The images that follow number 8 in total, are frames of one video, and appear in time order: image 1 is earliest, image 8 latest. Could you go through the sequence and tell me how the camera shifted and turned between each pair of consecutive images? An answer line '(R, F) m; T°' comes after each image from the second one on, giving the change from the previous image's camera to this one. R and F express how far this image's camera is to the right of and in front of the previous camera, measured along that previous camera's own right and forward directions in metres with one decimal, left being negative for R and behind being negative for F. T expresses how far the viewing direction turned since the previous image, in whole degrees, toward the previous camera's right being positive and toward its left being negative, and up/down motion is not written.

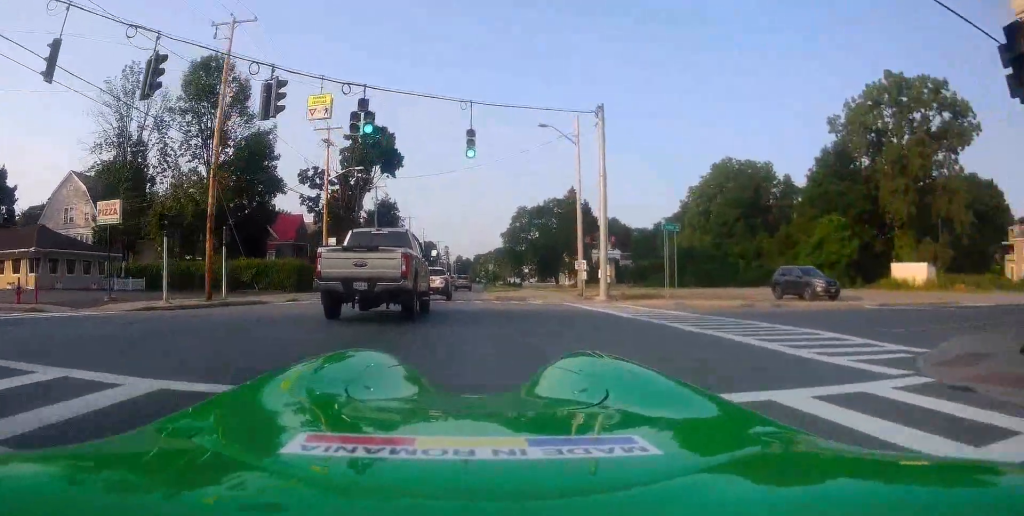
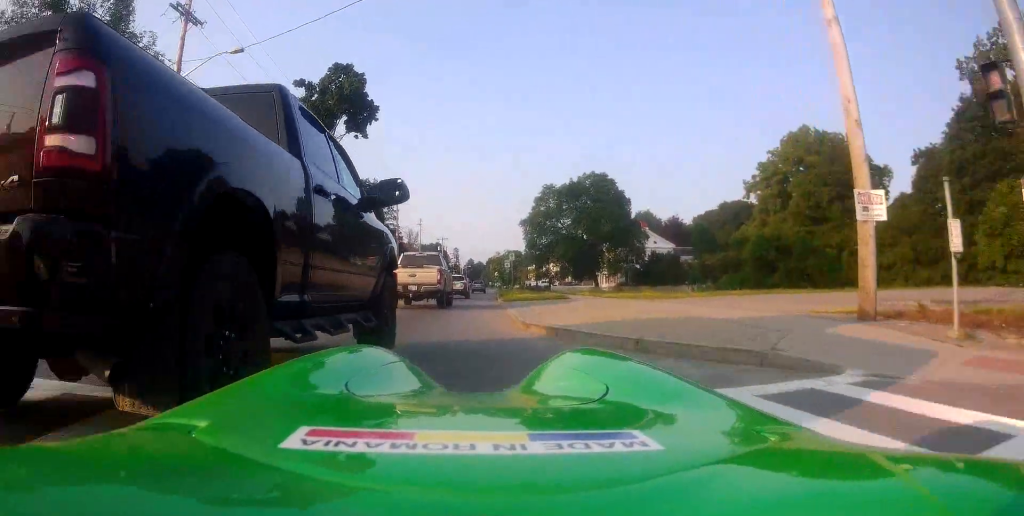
(-0.3, +25.5) m; -4°
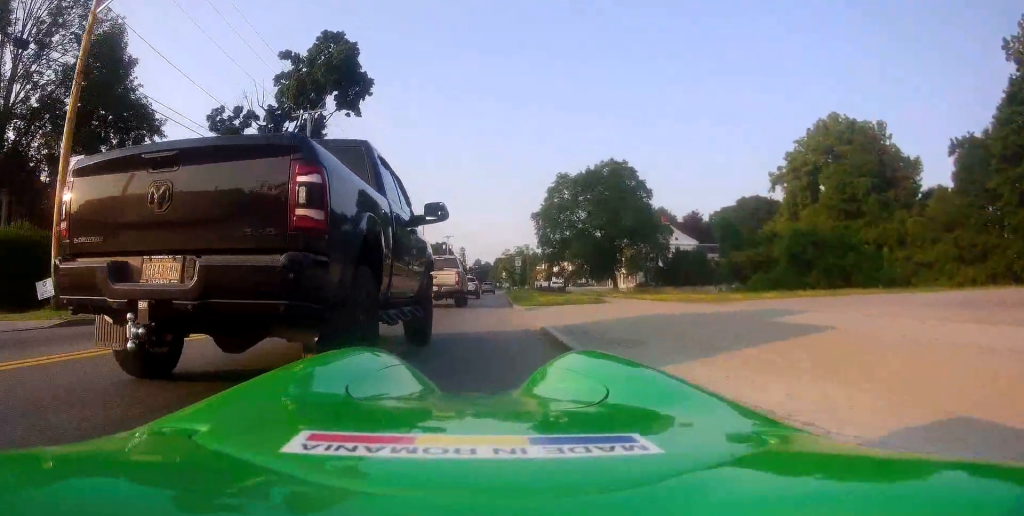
(-0.5, +6.8) m; -2°
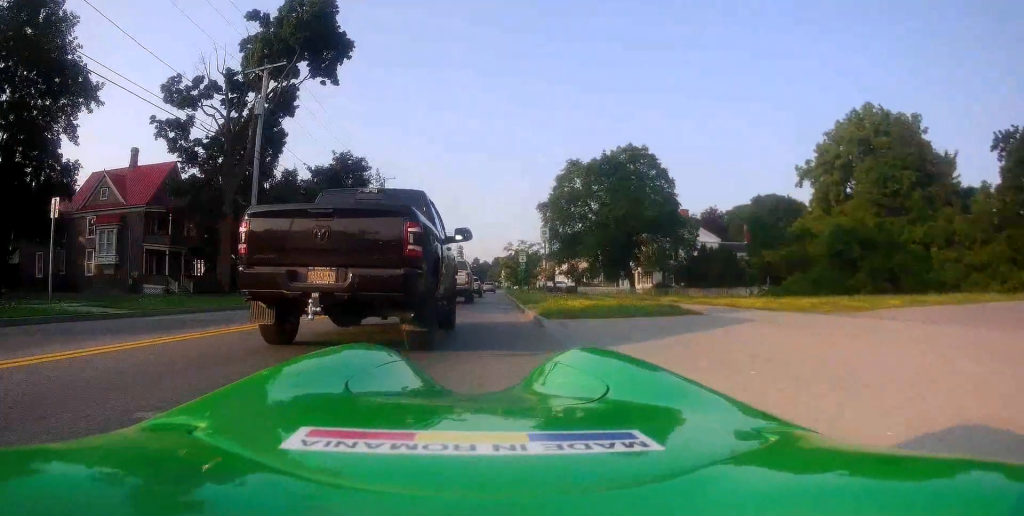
(+0.4, +8.3) m; +3°
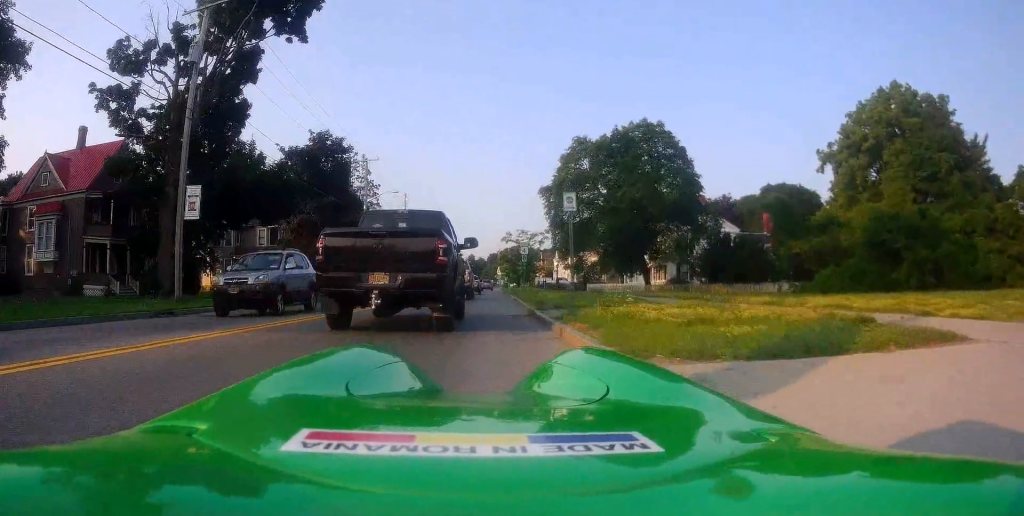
(0.0, +7.1) m; 0°
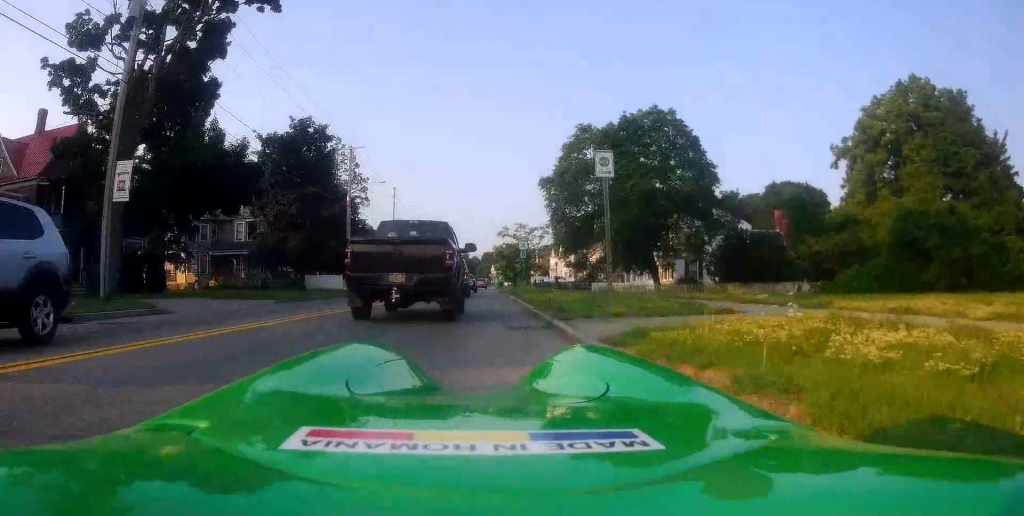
(0.0, +4.5) m; +1°
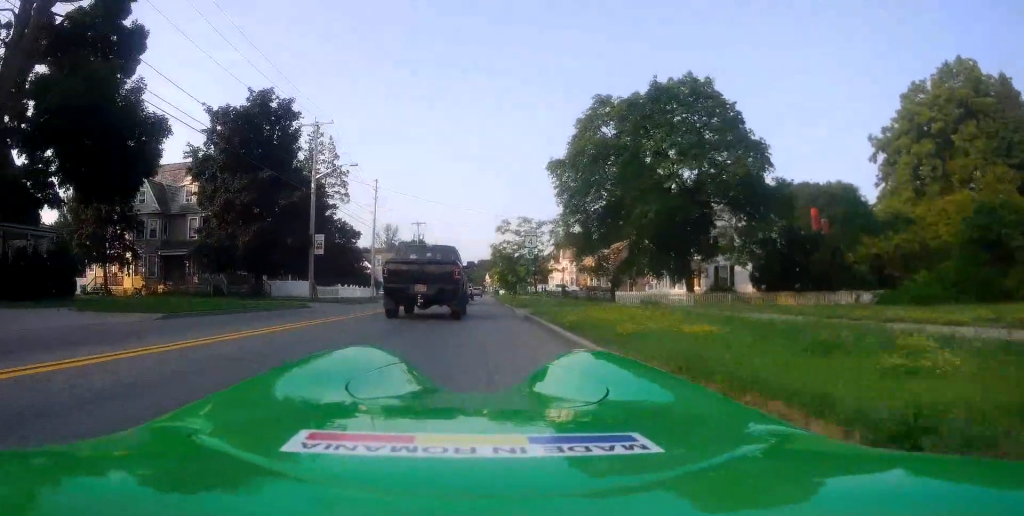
(+0.1, +9.1) m; +2°
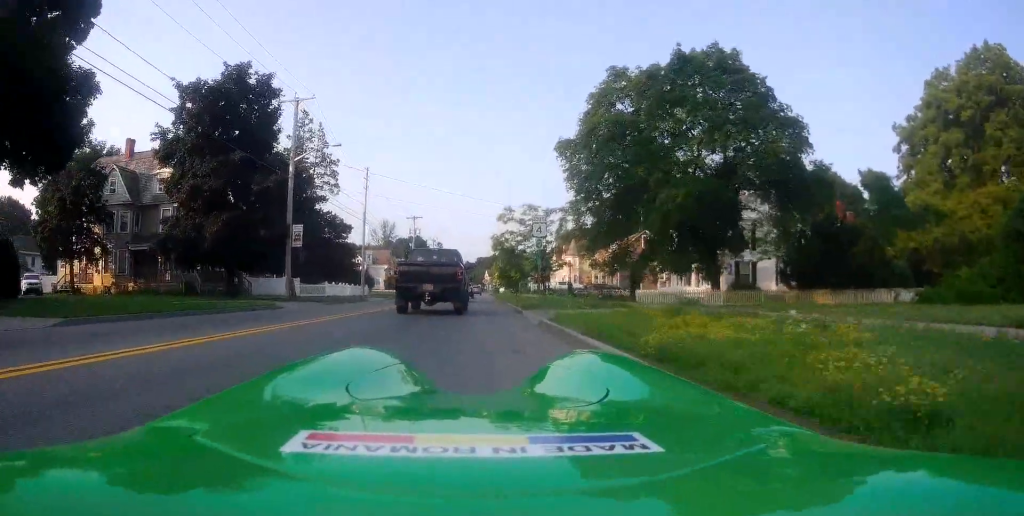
(+0.2, +4.6) m; 0°
